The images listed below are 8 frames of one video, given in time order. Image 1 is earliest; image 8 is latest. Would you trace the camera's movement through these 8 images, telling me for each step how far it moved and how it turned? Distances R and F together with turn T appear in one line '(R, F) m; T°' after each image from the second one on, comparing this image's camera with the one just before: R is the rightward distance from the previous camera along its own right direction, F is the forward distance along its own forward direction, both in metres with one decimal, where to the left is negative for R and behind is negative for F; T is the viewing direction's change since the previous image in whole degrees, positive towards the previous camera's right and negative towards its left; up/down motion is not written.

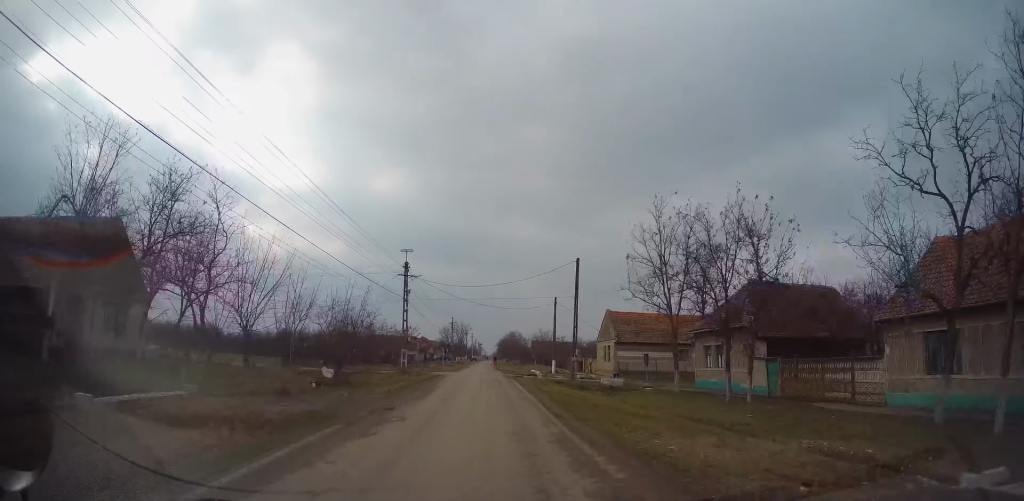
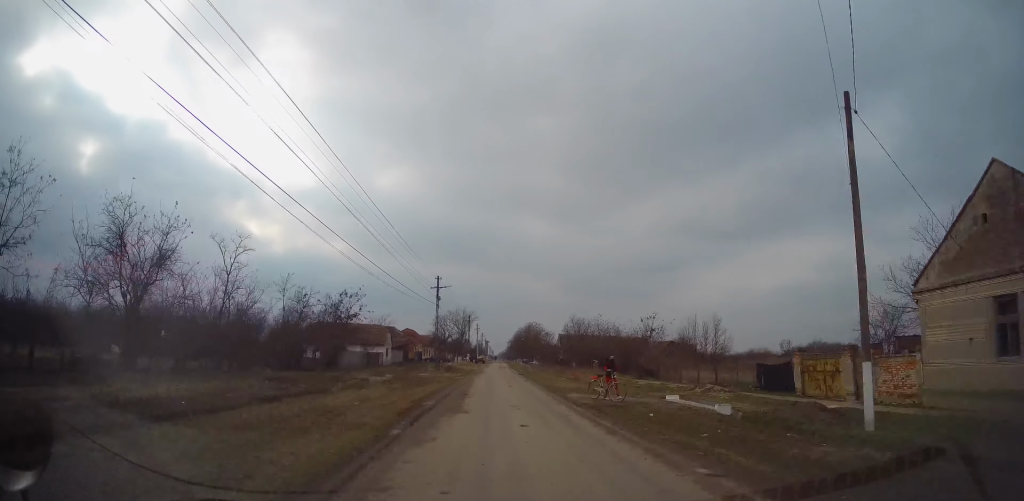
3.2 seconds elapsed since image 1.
(-1.6, +47.4) m; -3°
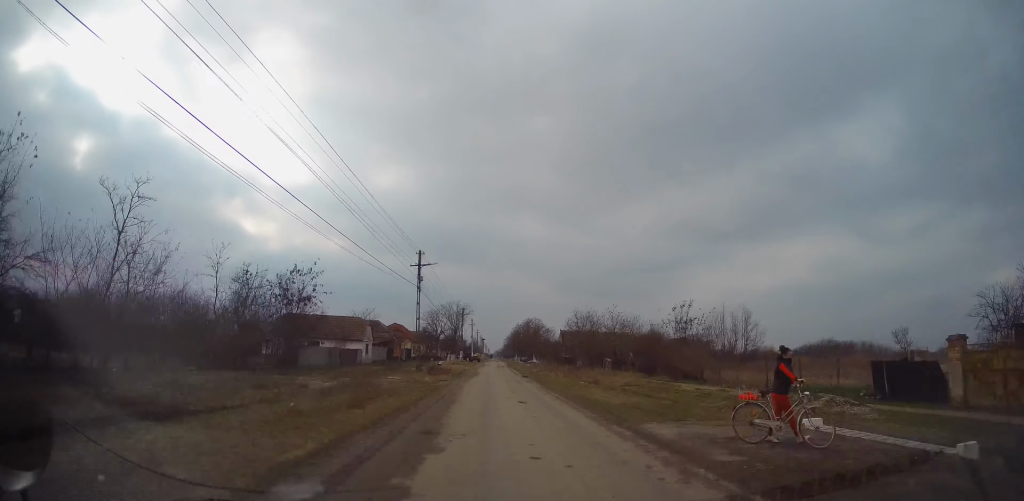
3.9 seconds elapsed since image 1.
(0.0, +9.7) m; 0°
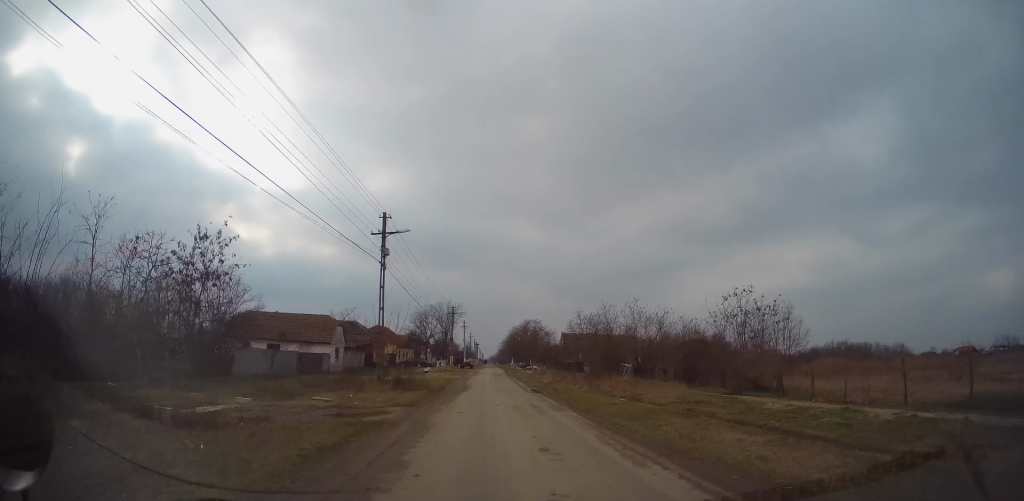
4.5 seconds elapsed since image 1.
(+0.1, +10.4) m; +1°
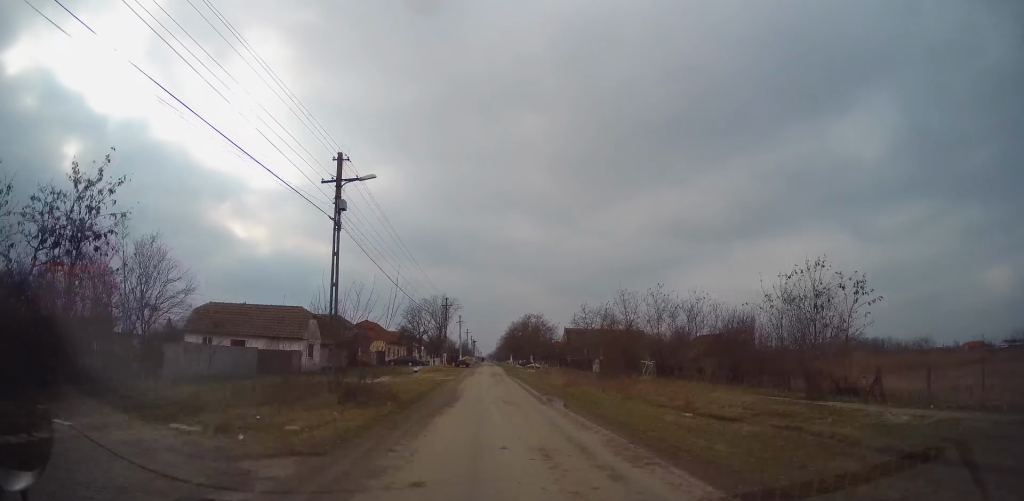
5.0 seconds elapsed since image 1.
(+0.1, +7.2) m; +1°
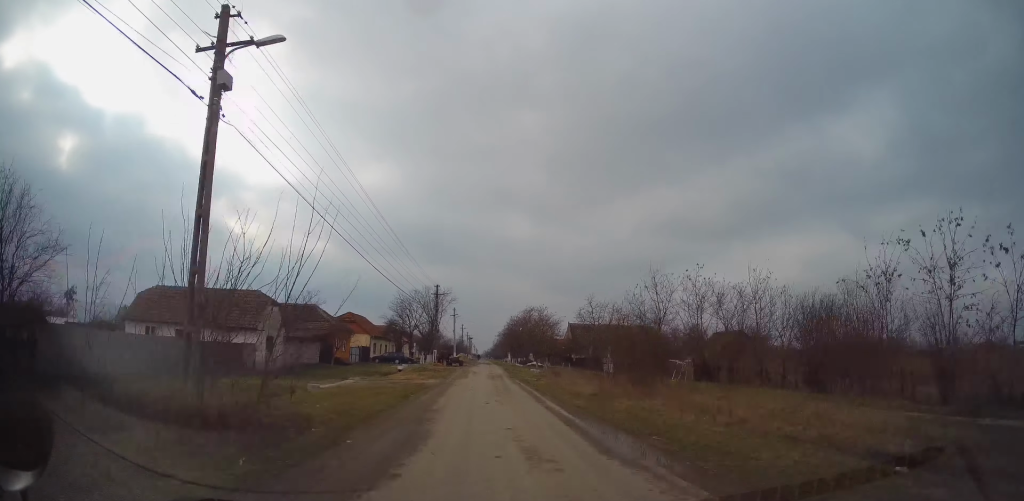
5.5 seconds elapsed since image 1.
(+0.1, +8.3) m; +1°
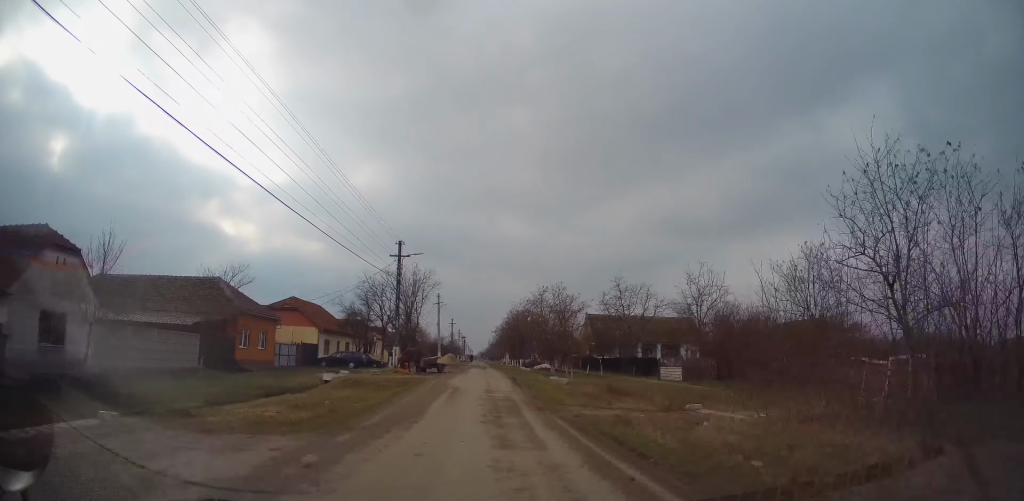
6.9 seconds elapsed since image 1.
(+0.2, +20.8) m; +1°
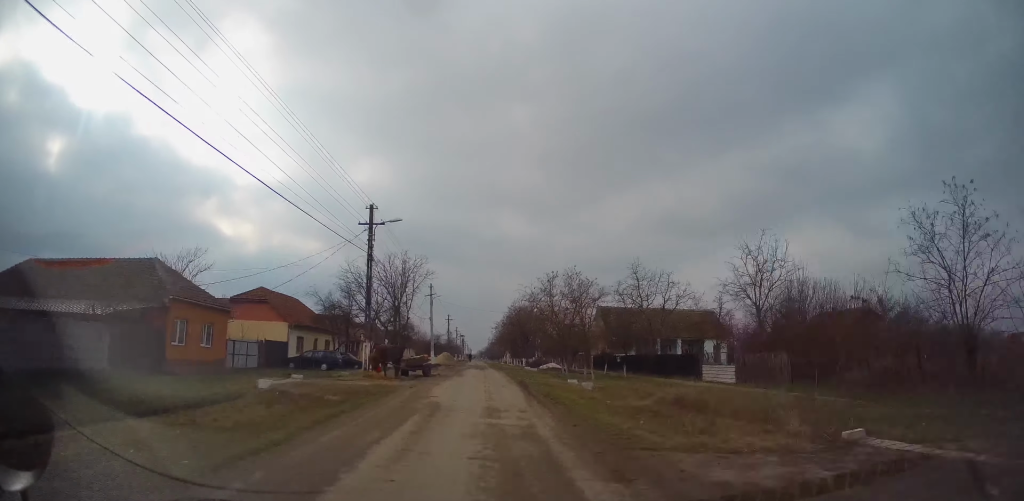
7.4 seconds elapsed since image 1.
(0.0, +7.9) m; 0°
